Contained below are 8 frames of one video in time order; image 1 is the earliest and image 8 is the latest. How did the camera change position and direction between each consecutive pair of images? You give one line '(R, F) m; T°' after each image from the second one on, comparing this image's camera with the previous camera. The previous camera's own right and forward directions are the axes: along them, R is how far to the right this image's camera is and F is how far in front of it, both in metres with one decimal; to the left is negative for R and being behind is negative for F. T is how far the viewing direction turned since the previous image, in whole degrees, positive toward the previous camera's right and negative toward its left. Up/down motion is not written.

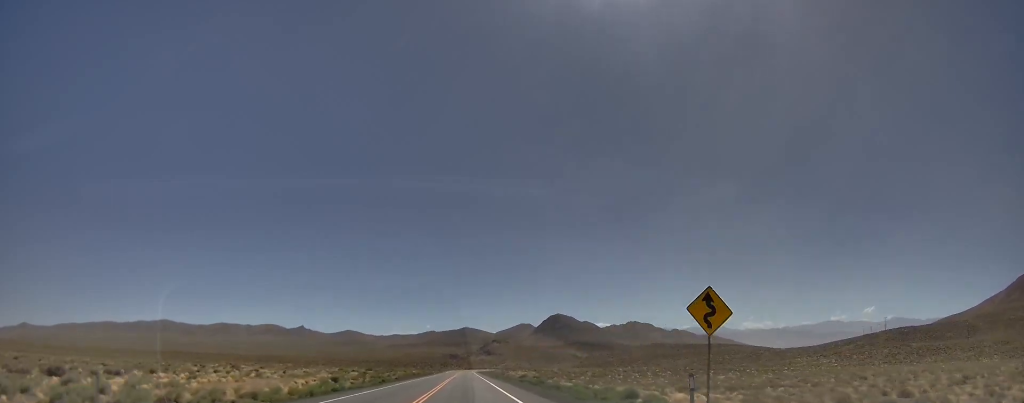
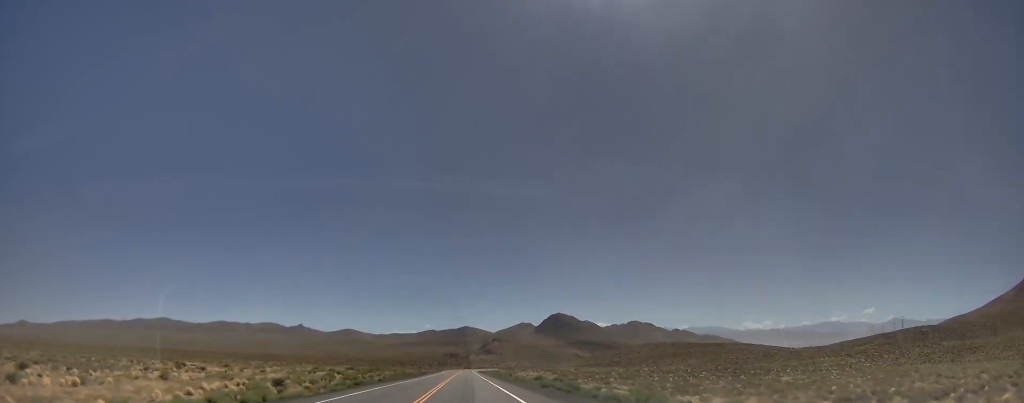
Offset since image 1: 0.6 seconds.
(-0.1, +16.7) m; -1°
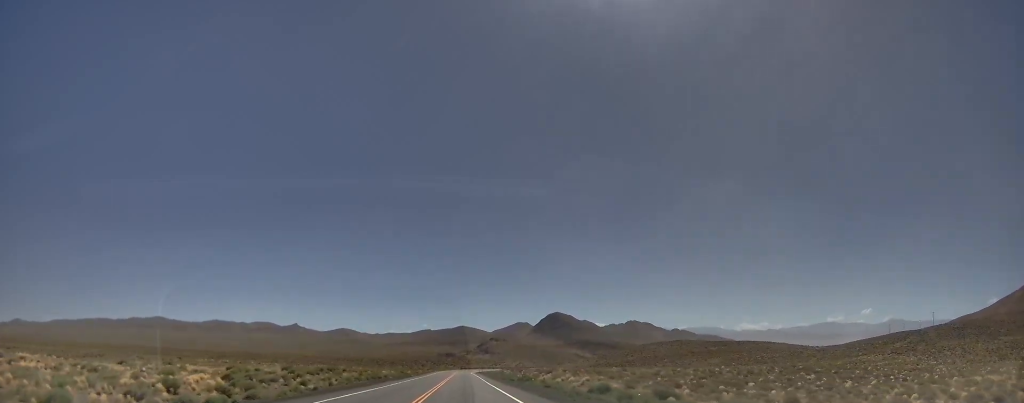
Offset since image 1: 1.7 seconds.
(-0.3, +32.0) m; 0°
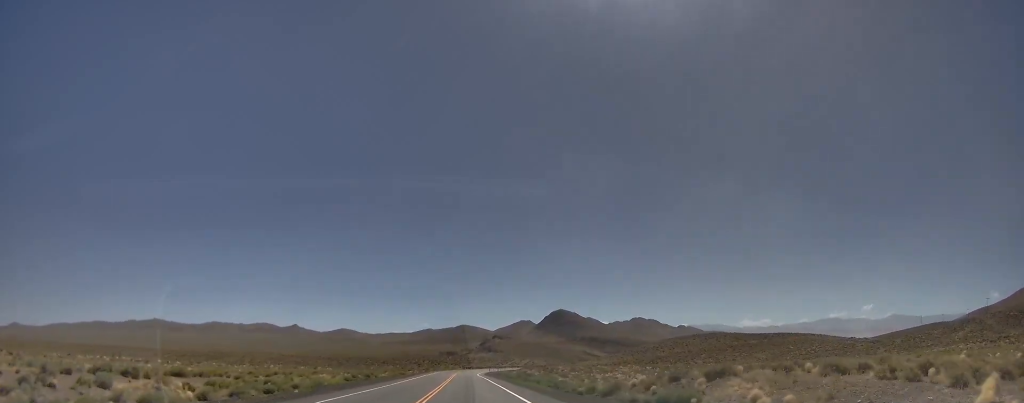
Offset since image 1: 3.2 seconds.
(+0.3, +49.3) m; +1°
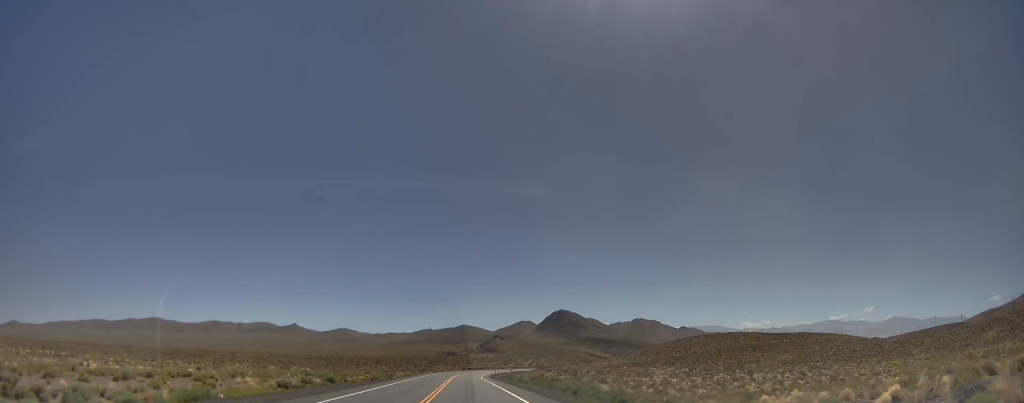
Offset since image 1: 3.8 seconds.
(+0.1, +23.2) m; 0°
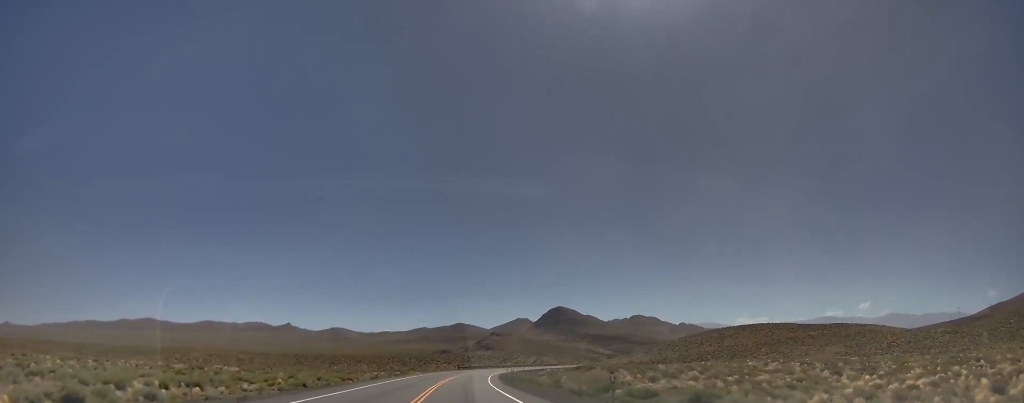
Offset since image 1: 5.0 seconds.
(+0.1, +43.7) m; 0°
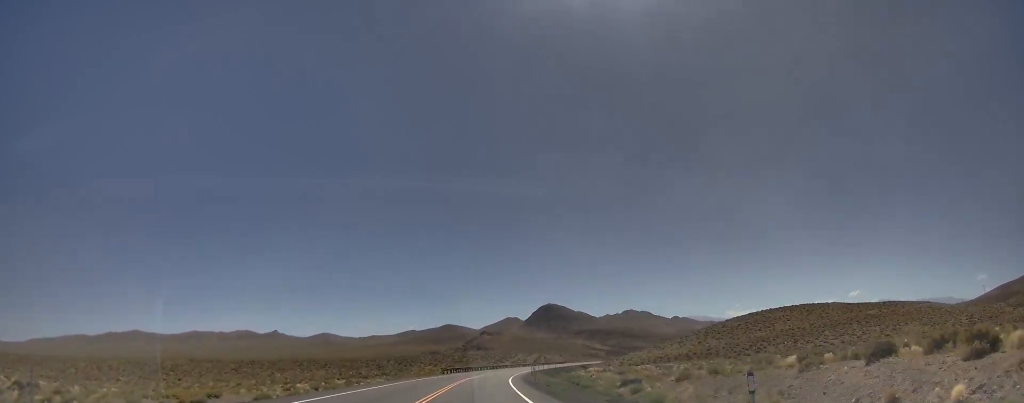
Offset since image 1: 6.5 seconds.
(-0.2, +58.2) m; -1°
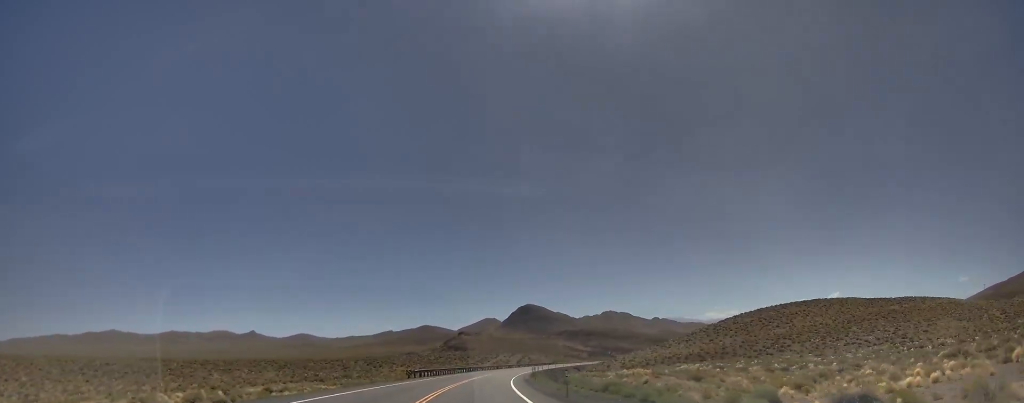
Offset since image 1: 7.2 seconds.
(-0.2, +29.5) m; -2°
